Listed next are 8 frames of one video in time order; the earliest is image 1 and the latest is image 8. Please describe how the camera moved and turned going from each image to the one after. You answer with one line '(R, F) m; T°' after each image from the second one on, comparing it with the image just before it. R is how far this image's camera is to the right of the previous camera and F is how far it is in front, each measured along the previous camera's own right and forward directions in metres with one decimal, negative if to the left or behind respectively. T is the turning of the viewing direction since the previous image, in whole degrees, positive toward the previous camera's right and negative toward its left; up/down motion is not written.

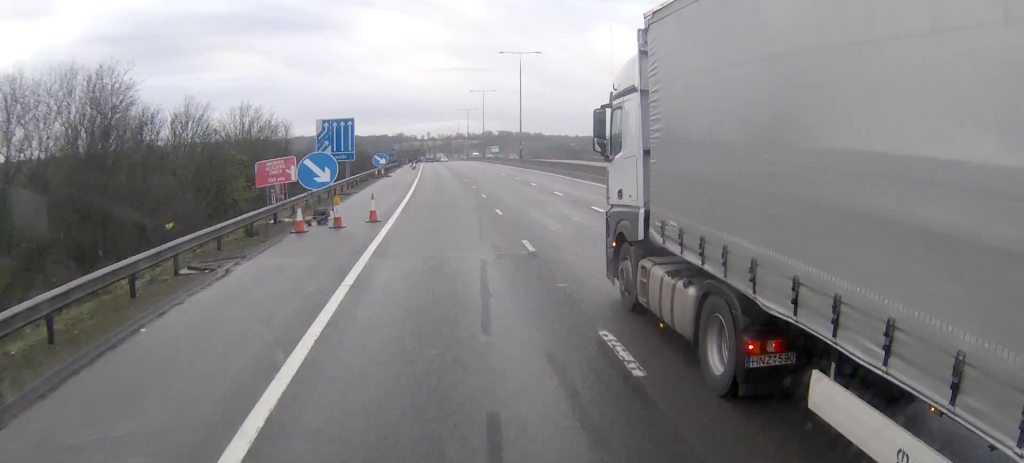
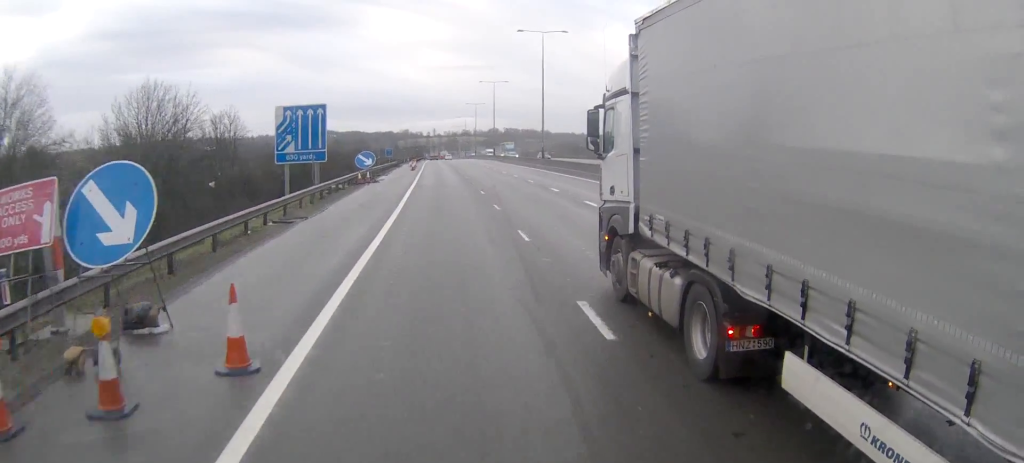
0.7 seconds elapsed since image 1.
(-0.1, +16.5) m; 0°
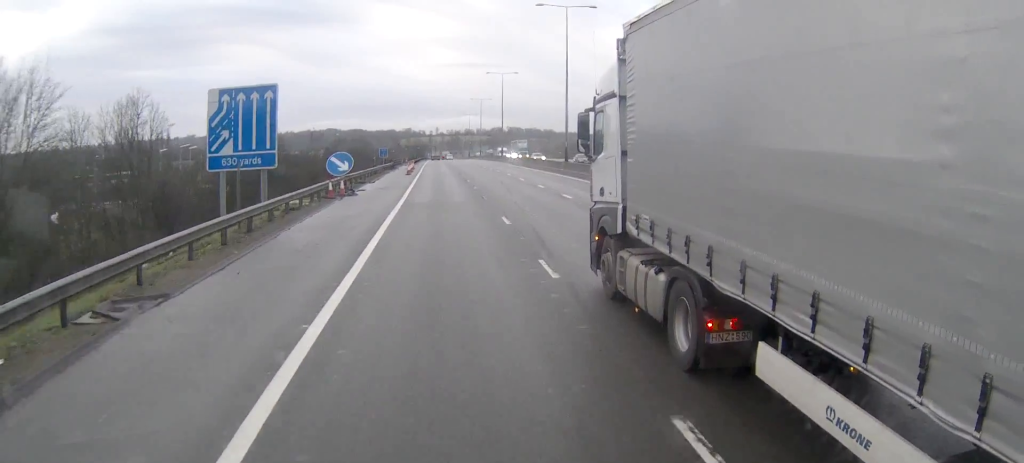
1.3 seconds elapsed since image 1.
(0.0, +13.5) m; 0°
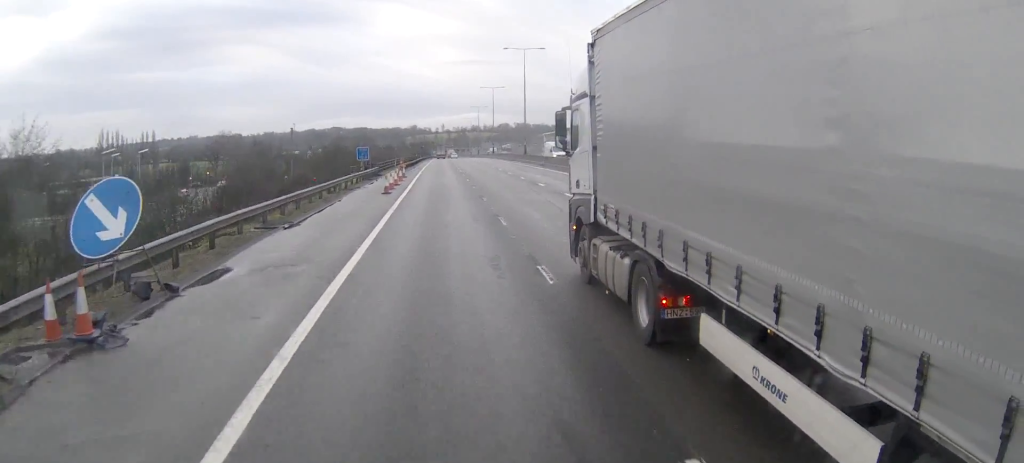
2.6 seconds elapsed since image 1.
(+0.1, +27.8) m; 0°
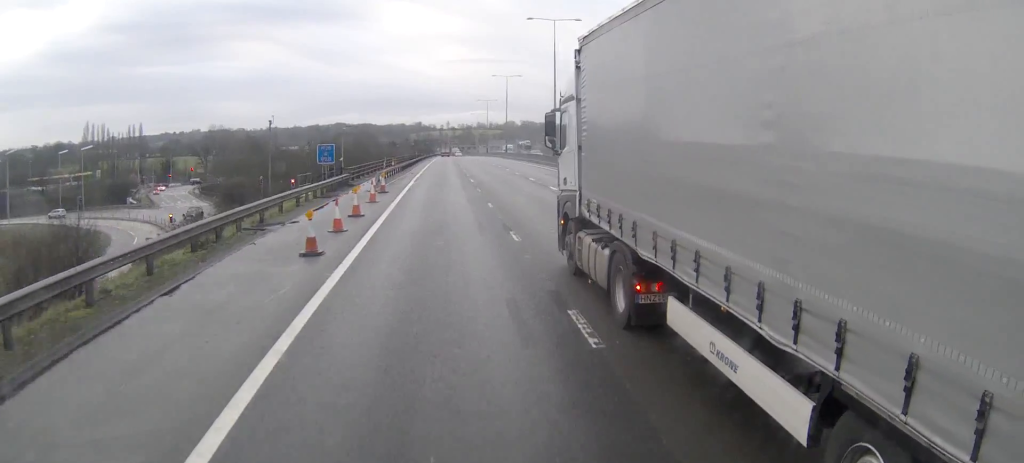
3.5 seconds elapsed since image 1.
(-0.2, +21.9) m; 0°
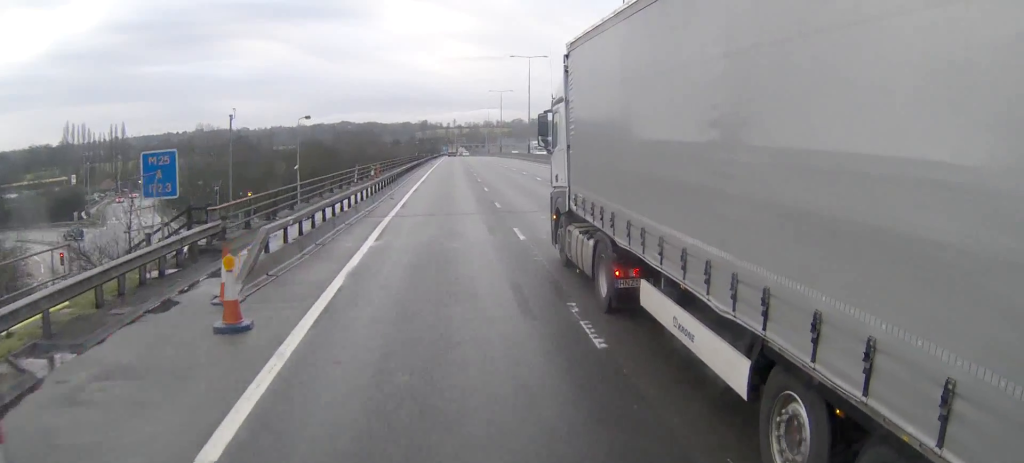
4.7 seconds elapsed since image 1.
(-0.1, +26.5) m; 0°
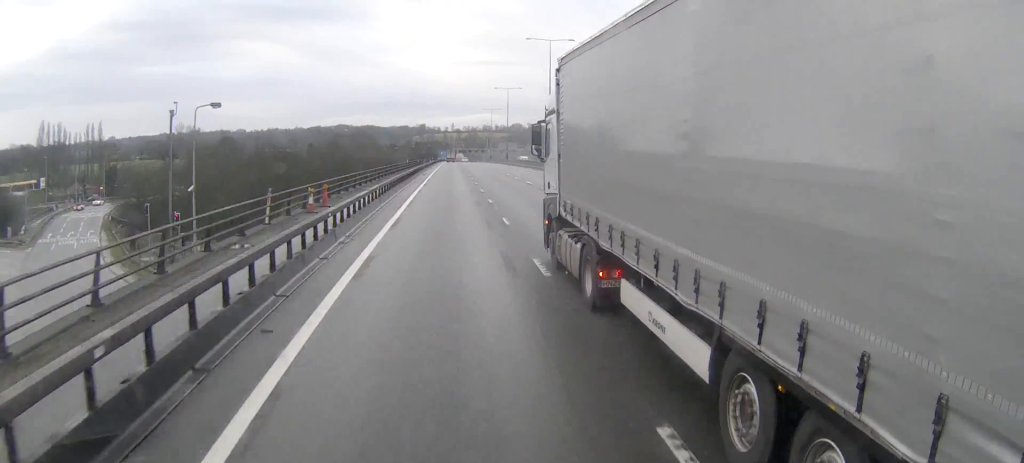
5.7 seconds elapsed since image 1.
(0.0, +21.9) m; 0°
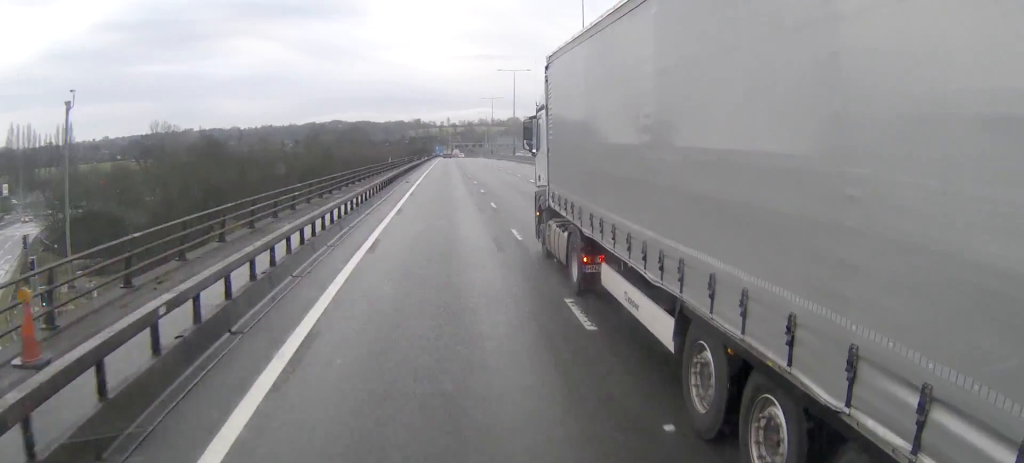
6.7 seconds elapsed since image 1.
(-0.1, +22.7) m; 0°
